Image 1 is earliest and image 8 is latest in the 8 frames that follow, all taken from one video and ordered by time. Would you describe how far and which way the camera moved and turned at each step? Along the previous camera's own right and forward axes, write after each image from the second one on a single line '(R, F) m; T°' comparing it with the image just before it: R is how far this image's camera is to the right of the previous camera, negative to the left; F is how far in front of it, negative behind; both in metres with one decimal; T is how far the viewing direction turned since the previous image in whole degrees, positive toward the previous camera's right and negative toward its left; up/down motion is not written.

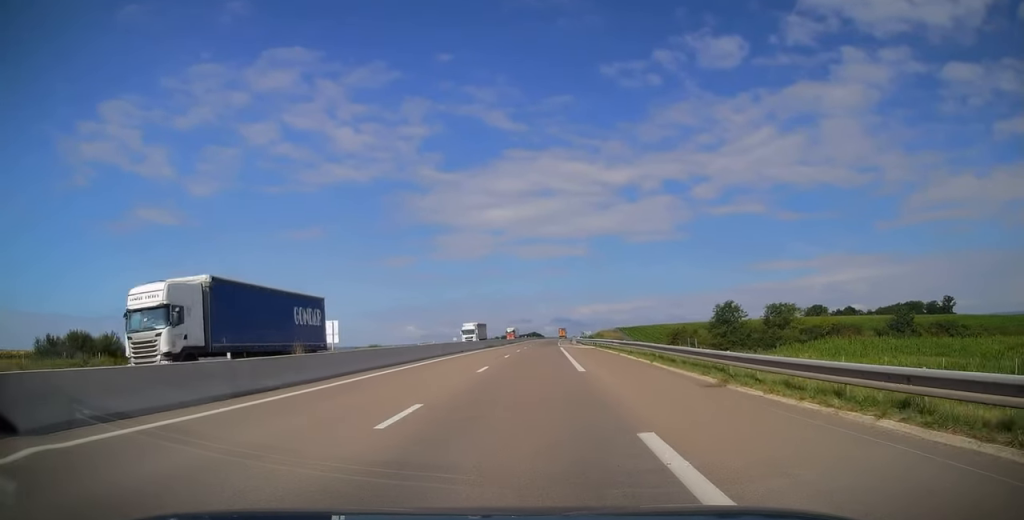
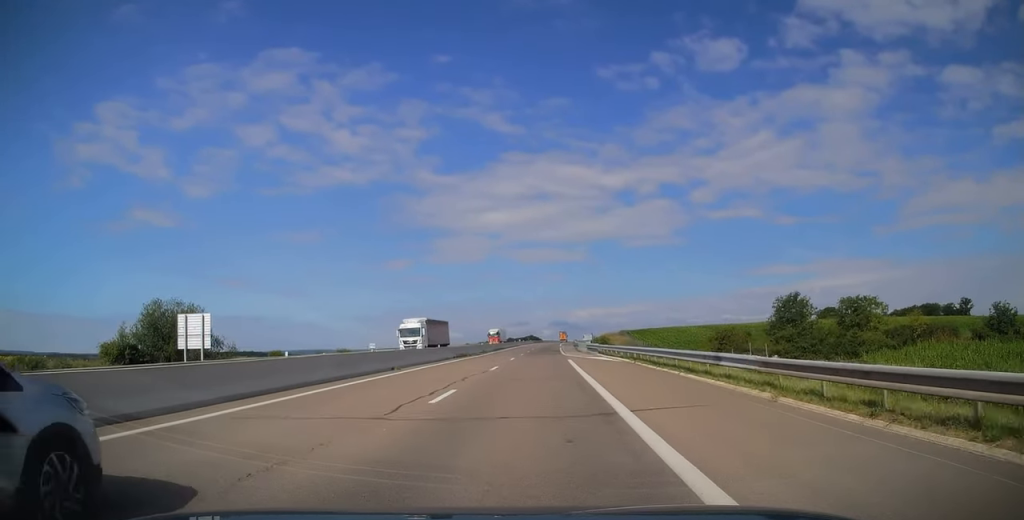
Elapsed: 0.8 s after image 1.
(0.0, +22.9) m; 0°
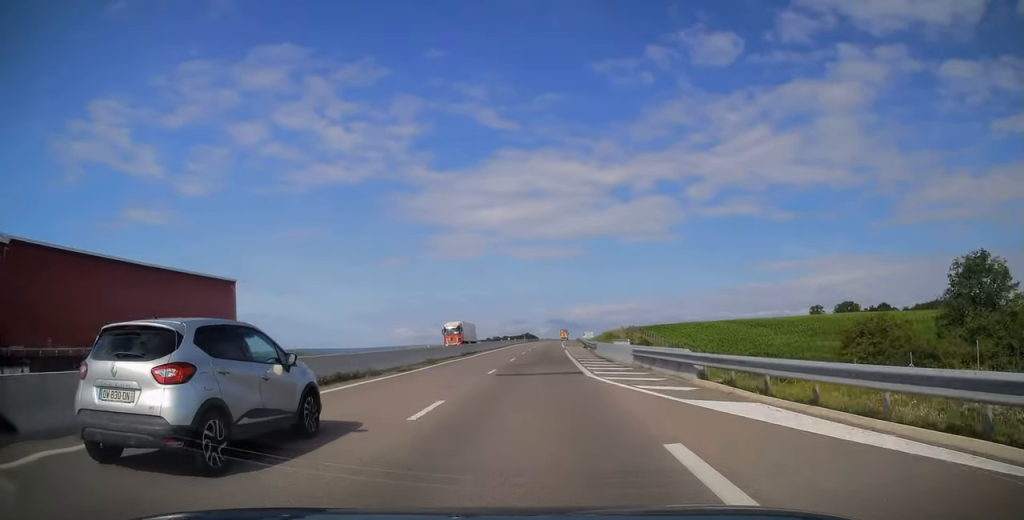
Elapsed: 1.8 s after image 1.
(+0.1, +29.3) m; +1°
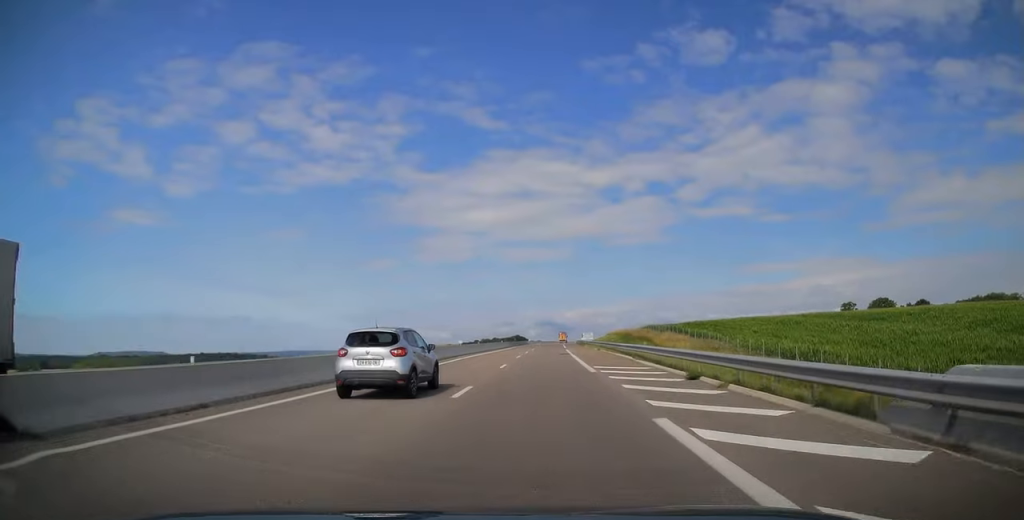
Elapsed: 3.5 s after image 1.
(+0.6, +49.3) m; +1°
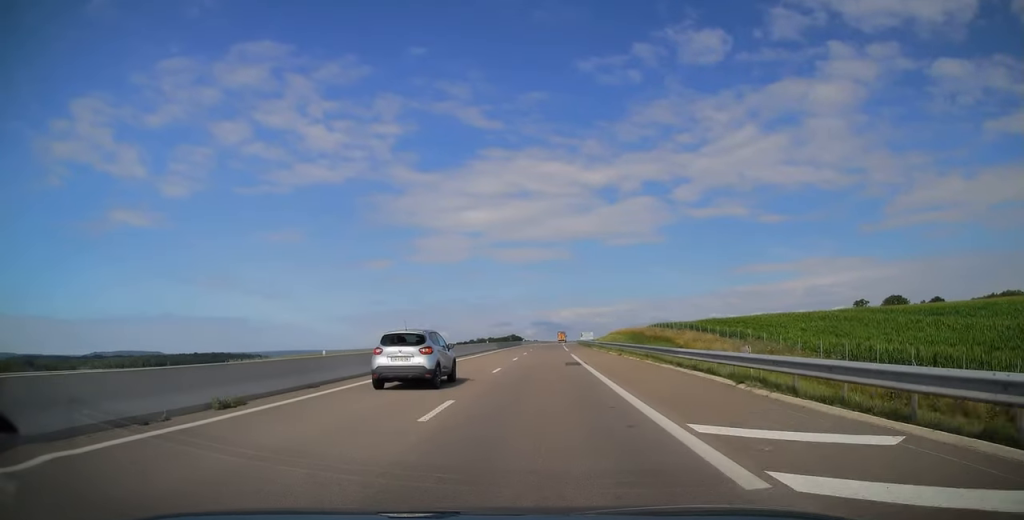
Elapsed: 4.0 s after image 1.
(+0.2, +16.6) m; 0°
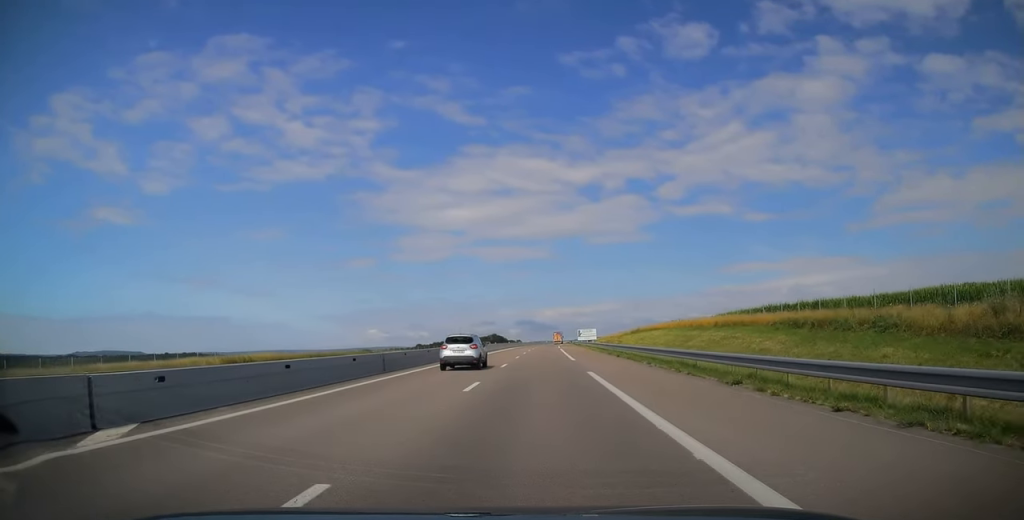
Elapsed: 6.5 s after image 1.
(+1.1, +72.1) m; +2°
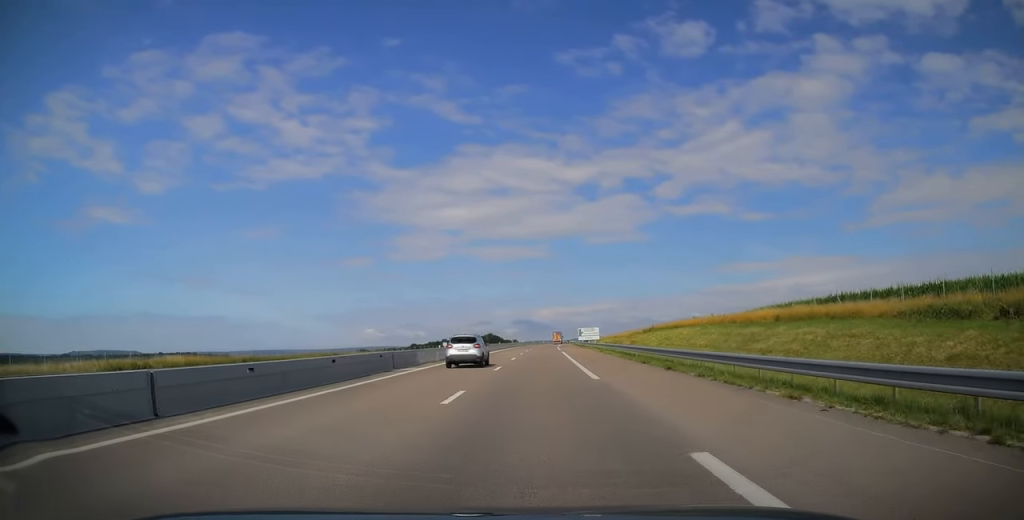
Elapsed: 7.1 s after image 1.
(-0.2, +16.2) m; 0°
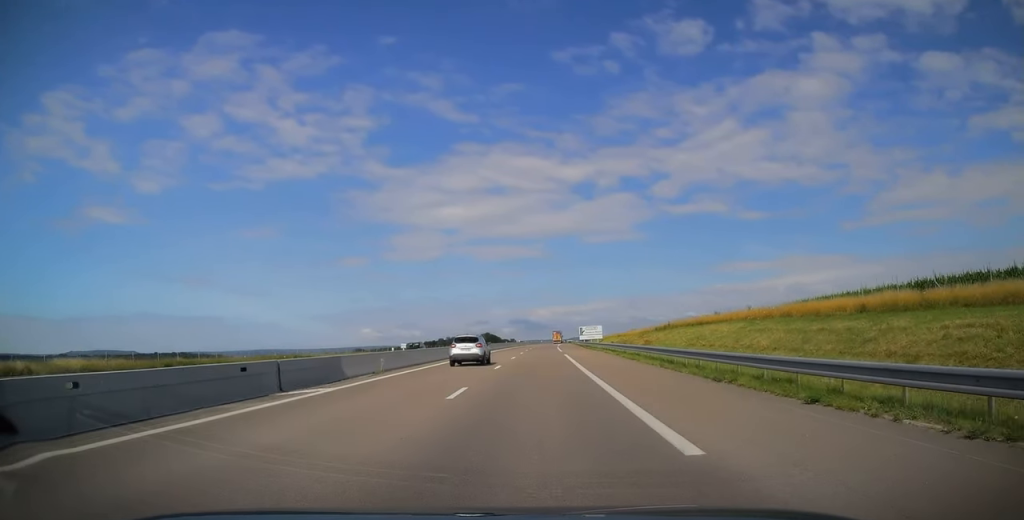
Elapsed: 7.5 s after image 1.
(-0.2, +12.3) m; 0°
